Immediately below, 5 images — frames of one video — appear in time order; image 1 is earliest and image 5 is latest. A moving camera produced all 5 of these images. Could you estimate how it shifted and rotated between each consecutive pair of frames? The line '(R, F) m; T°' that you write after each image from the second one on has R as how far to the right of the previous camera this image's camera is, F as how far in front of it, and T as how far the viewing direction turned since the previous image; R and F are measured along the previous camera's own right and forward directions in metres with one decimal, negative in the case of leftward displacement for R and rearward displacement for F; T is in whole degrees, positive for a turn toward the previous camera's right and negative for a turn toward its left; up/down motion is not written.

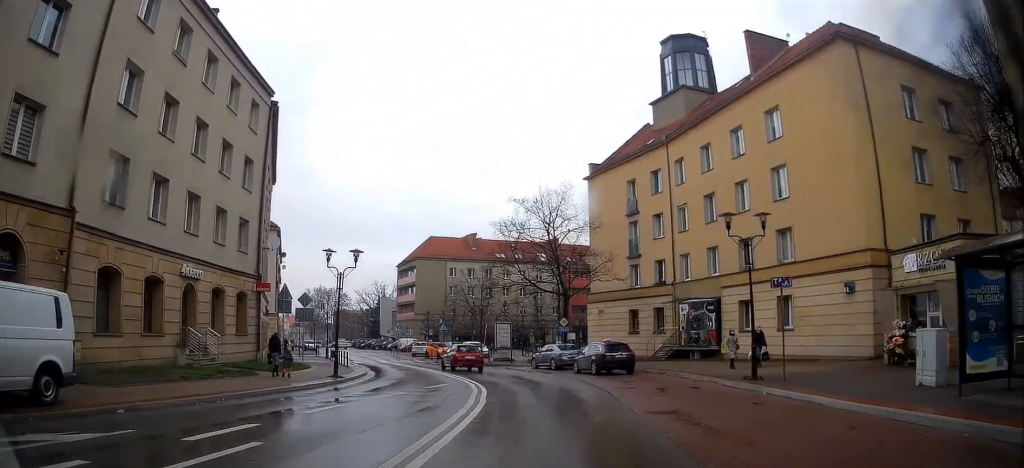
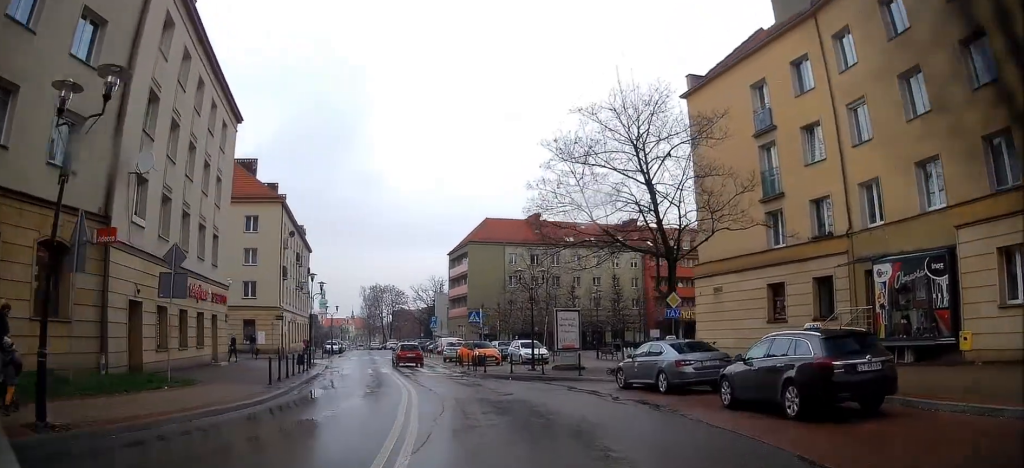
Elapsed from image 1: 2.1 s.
(+0.1, +16.8) m; -2°
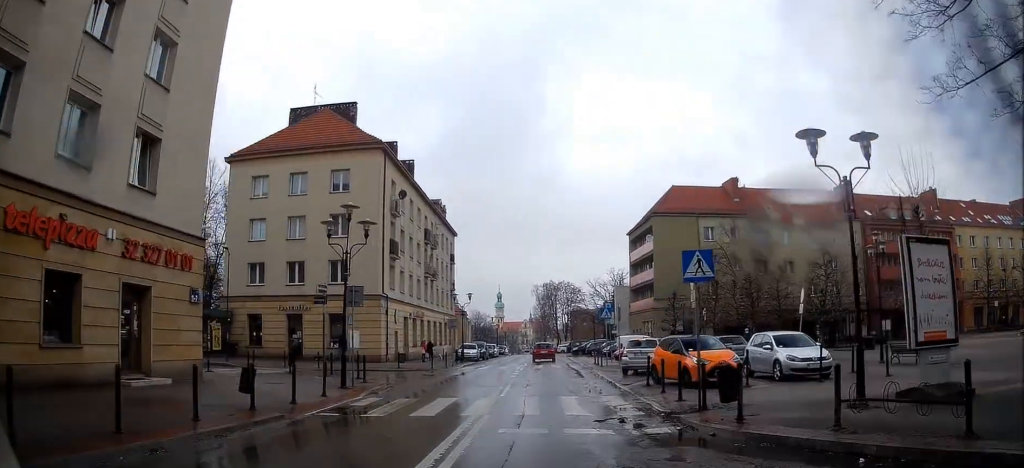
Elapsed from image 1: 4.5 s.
(-1.9, +19.5) m; -14°
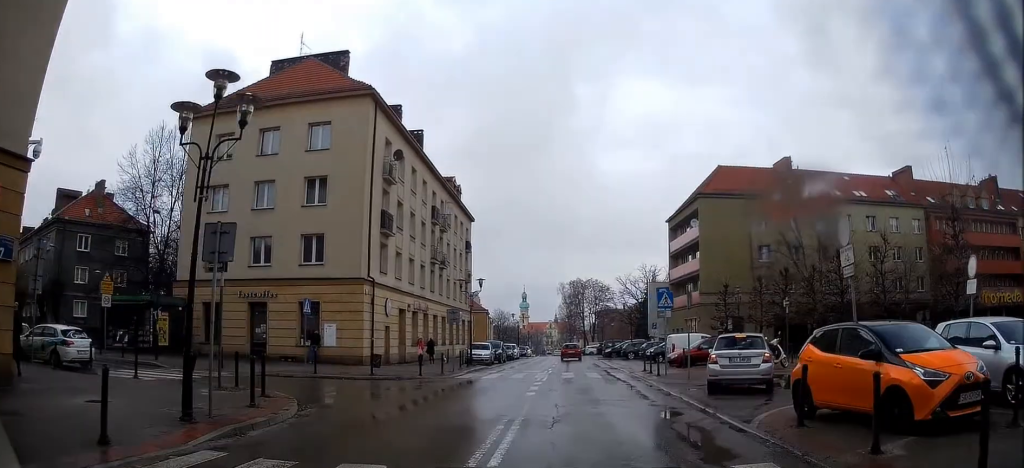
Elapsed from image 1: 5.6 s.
(-0.9, +9.3) m; -8°
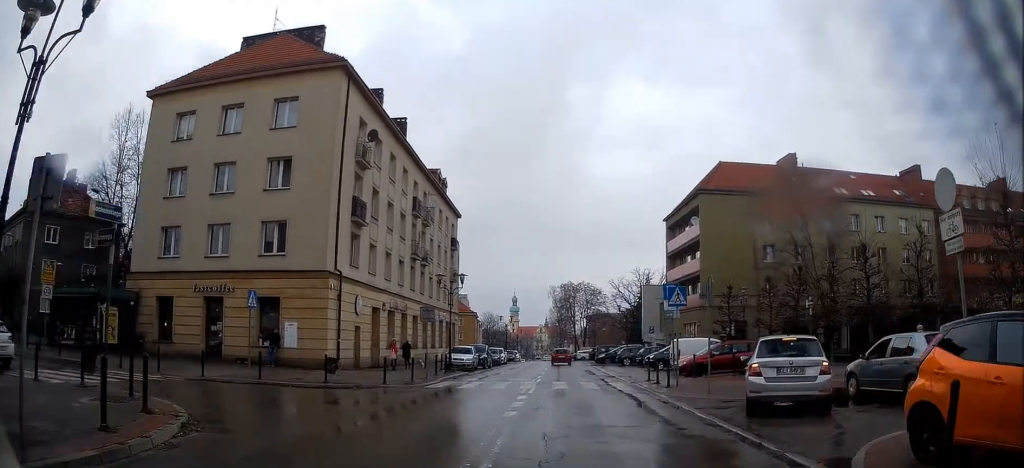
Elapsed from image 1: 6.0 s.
(-0.1, +3.8) m; -2°
